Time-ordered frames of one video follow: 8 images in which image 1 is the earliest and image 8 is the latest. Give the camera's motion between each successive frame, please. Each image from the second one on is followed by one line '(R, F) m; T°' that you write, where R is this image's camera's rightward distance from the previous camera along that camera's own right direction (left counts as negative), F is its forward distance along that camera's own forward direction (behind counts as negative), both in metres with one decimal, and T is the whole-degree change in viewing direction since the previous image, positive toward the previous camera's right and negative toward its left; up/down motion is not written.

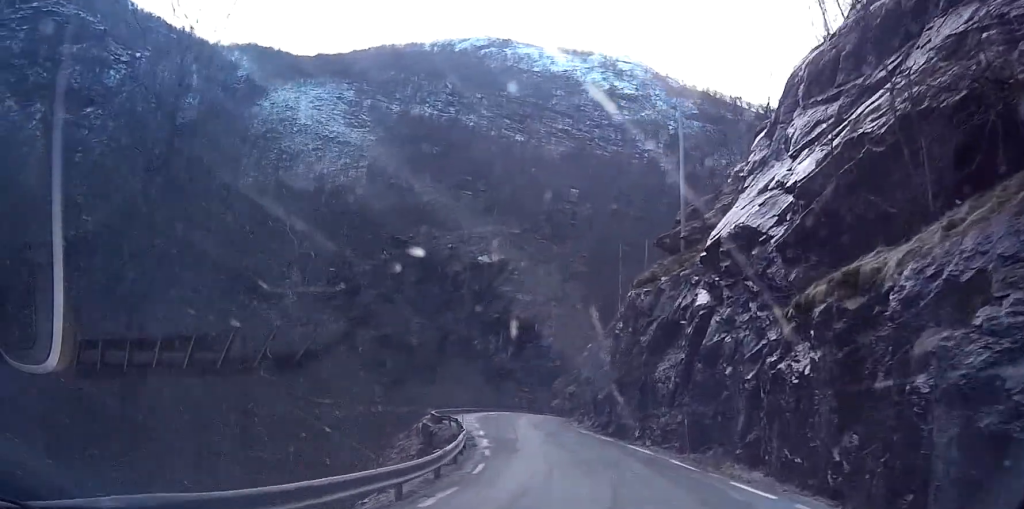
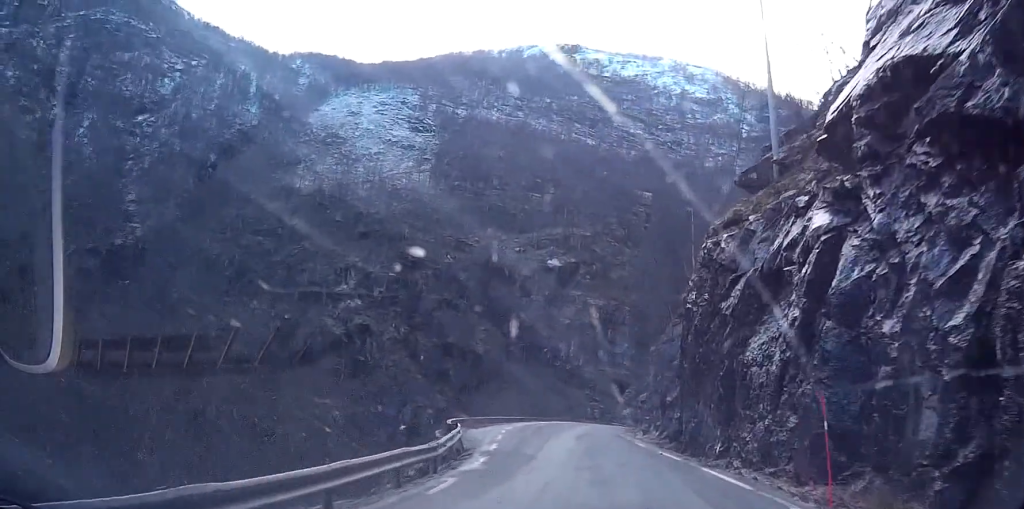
(-0.8, +12.2) m; -4°
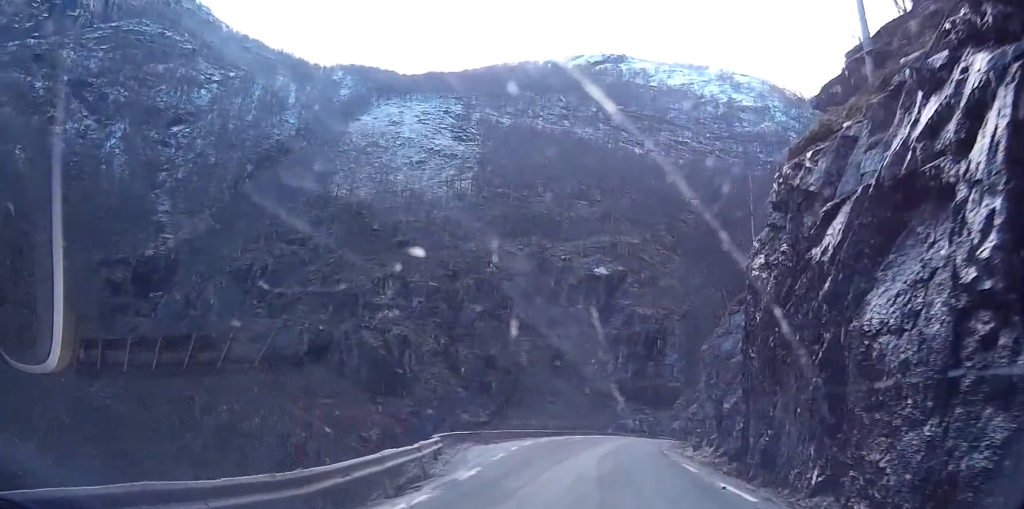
(0.0, +8.6) m; -2°
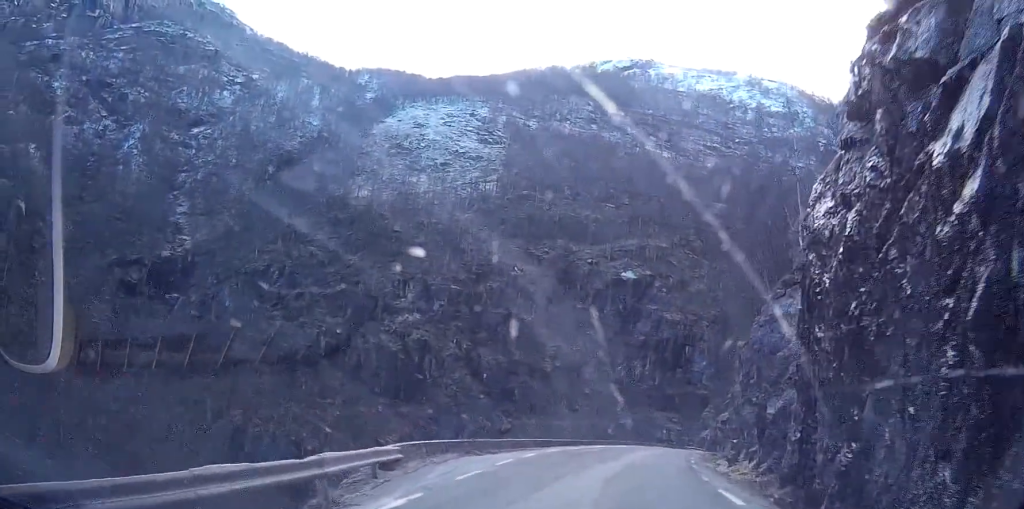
(-0.2, +6.2) m; -3°
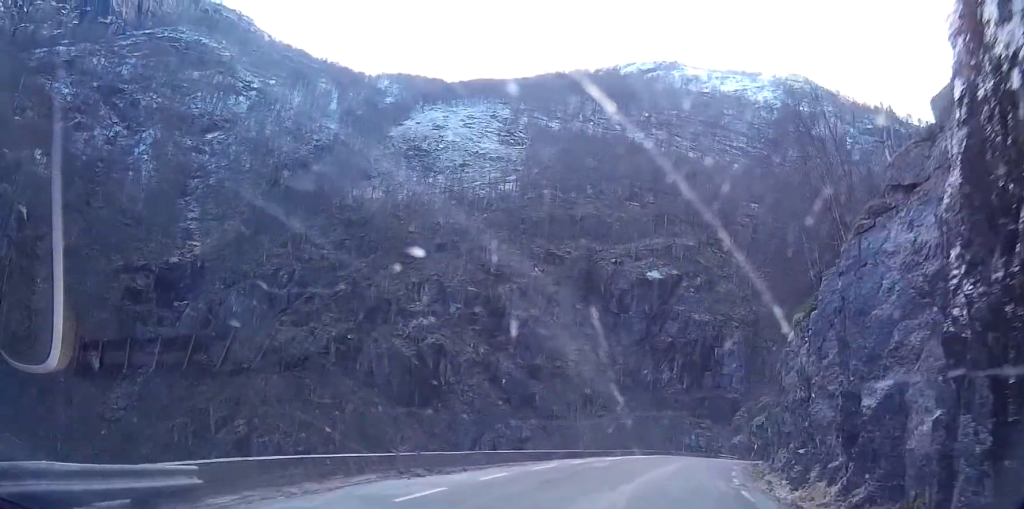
(-0.4, +9.6) m; -4°
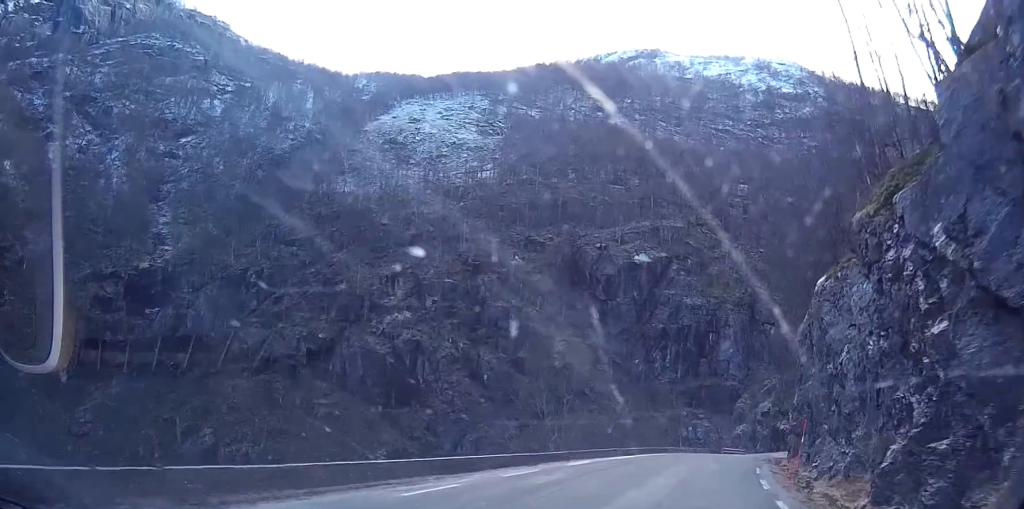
(-0.4, +10.8) m; -1°
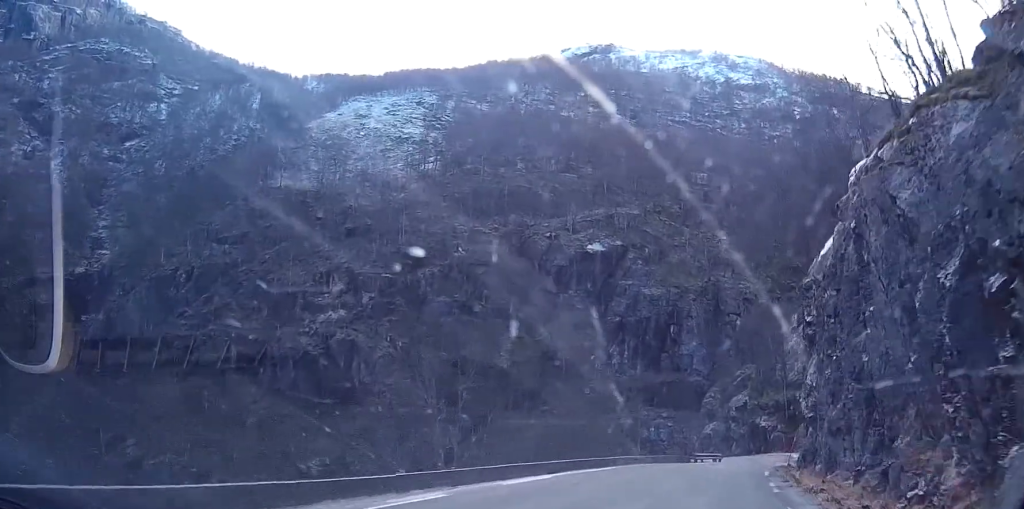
(+0.1, +13.3) m; +3°
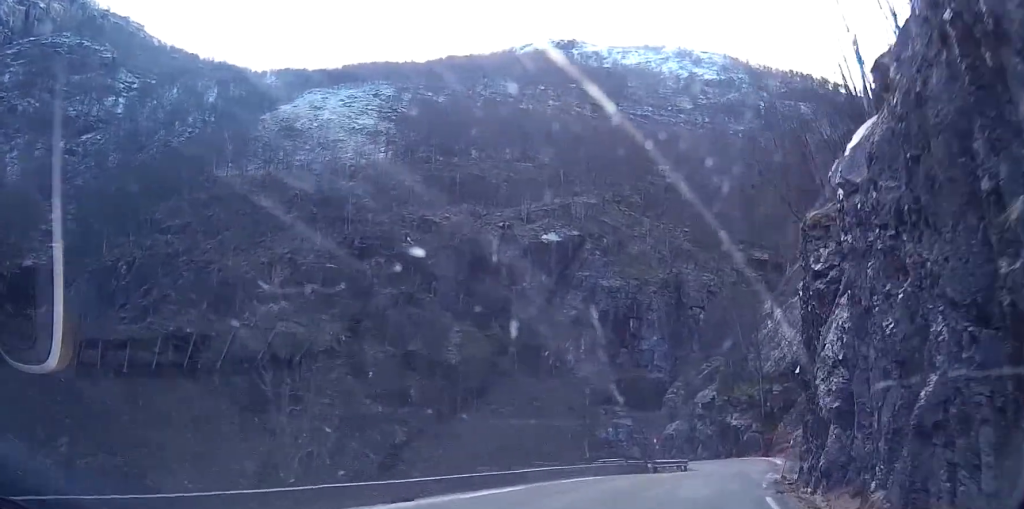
(+0.4, +8.7) m; +6°
